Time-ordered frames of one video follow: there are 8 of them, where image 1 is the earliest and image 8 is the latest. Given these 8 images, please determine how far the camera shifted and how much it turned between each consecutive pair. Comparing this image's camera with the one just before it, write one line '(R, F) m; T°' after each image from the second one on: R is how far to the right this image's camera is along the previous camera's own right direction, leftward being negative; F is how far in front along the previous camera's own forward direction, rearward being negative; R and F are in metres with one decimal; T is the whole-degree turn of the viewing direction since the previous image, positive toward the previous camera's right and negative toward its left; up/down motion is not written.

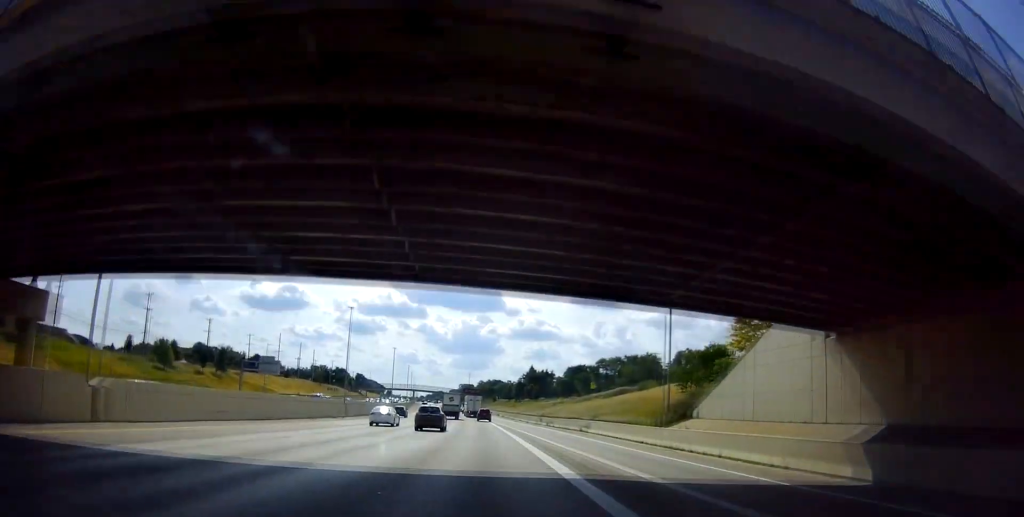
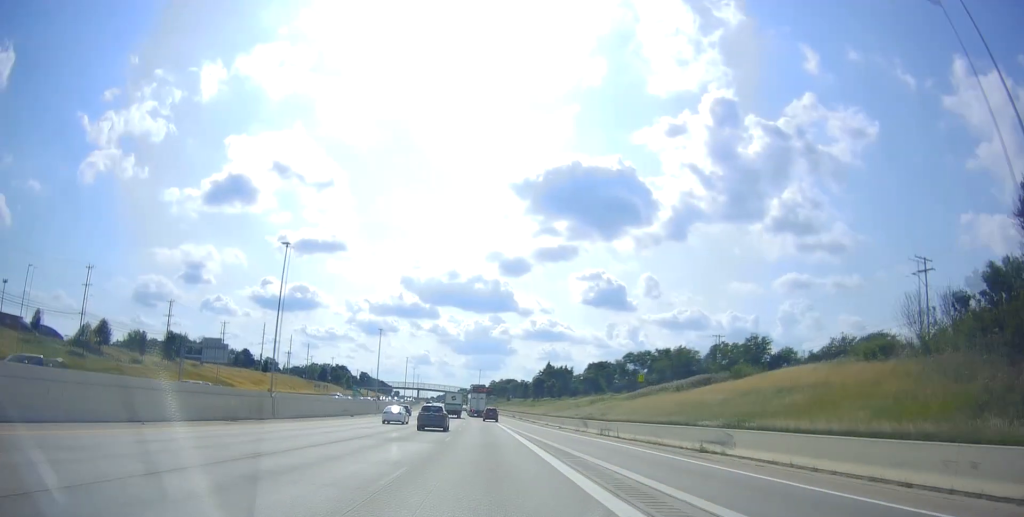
(0.0, +29.3) m; 0°
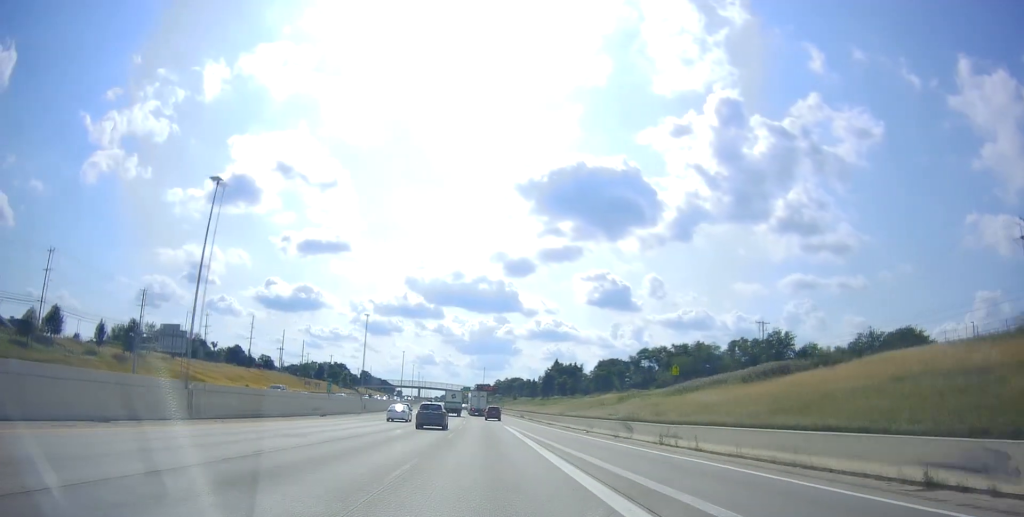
(0.0, +14.6) m; 0°
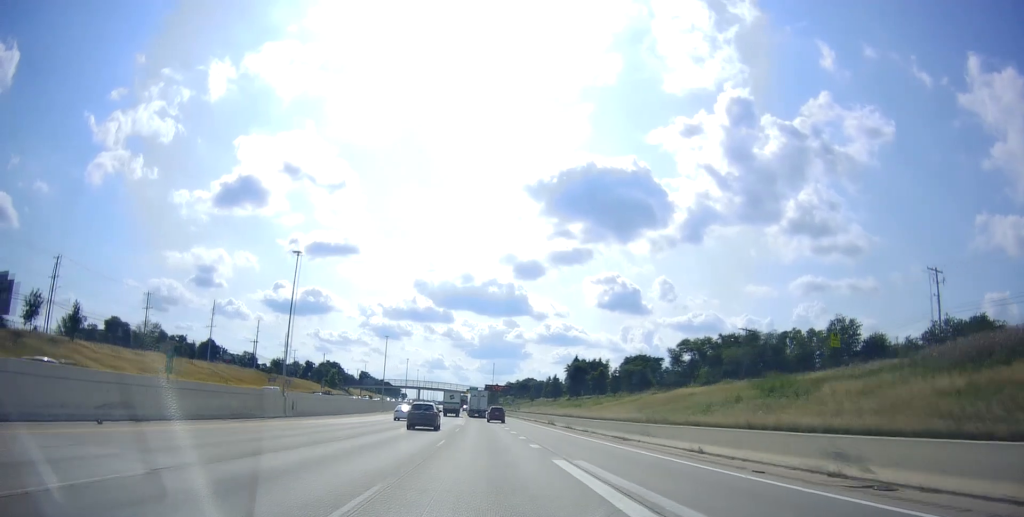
(-0.3, +35.4) m; -1°
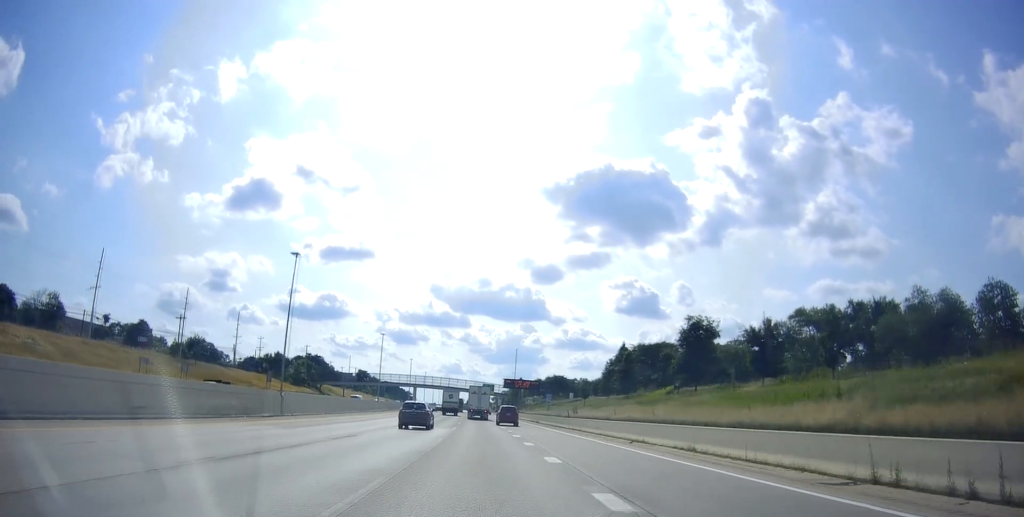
(-1.1, +60.6) m; -2°
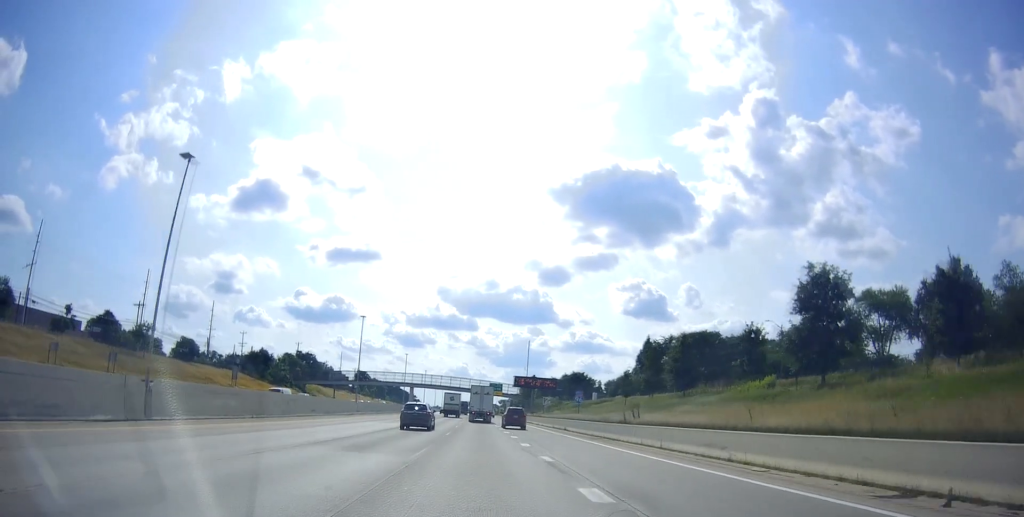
(-0.2, +22.2) m; -1°
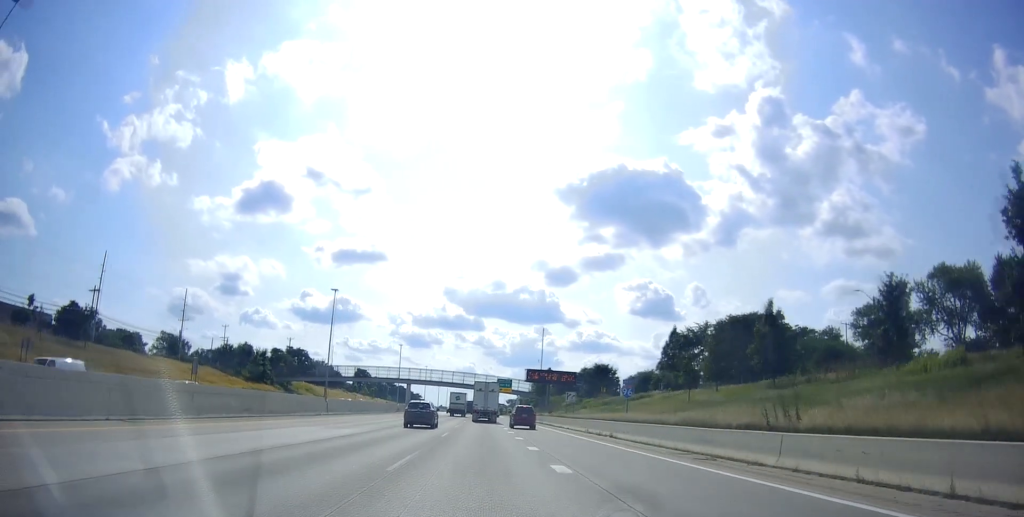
(+0.1, +19.1) m; -1°
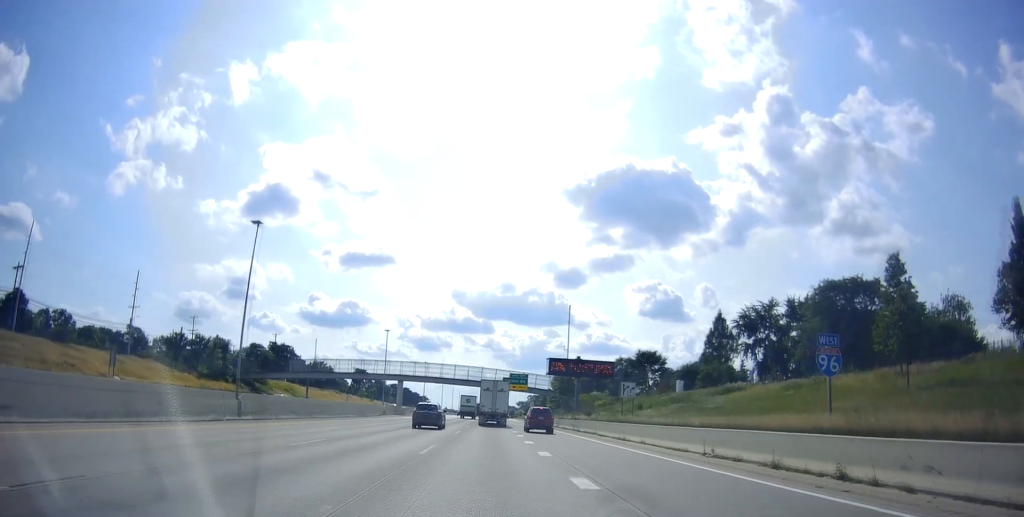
(-0.4, +25.6) m; -1°
